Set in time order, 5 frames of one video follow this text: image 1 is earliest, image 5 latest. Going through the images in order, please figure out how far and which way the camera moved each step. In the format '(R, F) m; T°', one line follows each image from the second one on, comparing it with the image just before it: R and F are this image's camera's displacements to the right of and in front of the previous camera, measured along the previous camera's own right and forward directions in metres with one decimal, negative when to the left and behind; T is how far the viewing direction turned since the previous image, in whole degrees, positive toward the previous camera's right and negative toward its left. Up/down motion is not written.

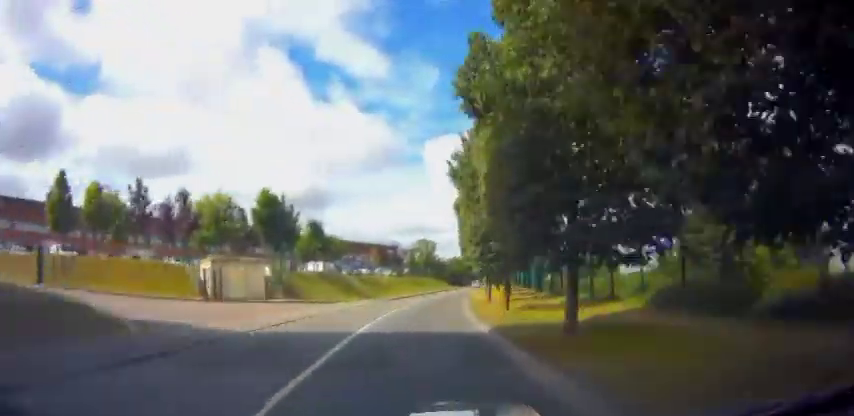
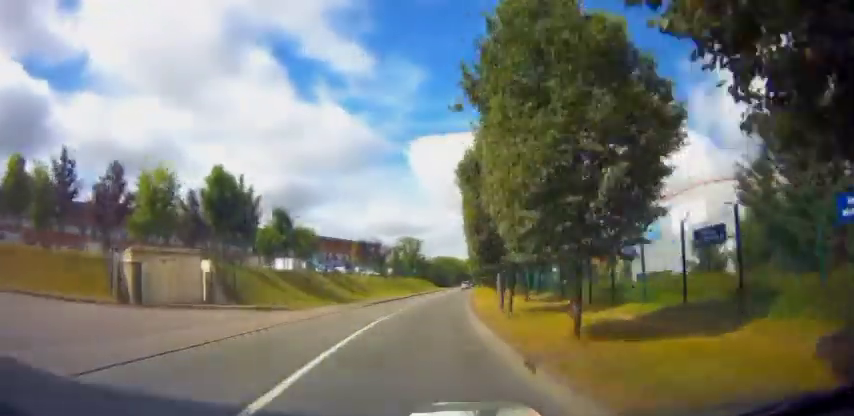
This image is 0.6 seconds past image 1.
(0.0, +8.8) m; +2°
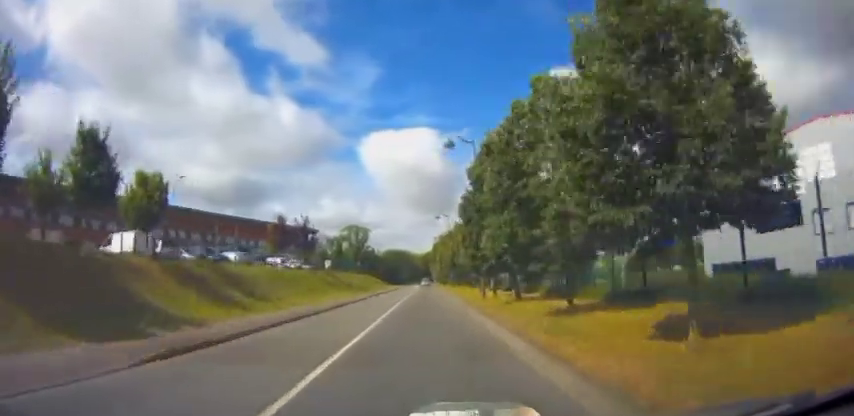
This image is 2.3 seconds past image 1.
(+1.5, +23.8) m; +7°
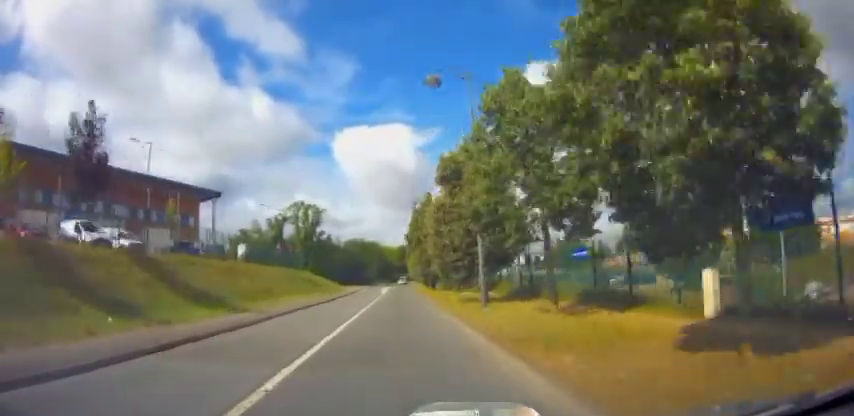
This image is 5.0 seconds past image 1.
(+0.2, +35.5) m; +2°
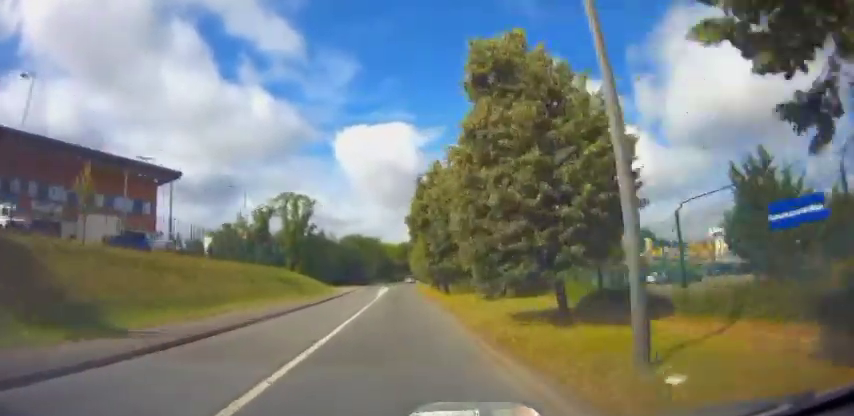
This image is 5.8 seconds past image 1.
(0.0, +10.4) m; 0°
